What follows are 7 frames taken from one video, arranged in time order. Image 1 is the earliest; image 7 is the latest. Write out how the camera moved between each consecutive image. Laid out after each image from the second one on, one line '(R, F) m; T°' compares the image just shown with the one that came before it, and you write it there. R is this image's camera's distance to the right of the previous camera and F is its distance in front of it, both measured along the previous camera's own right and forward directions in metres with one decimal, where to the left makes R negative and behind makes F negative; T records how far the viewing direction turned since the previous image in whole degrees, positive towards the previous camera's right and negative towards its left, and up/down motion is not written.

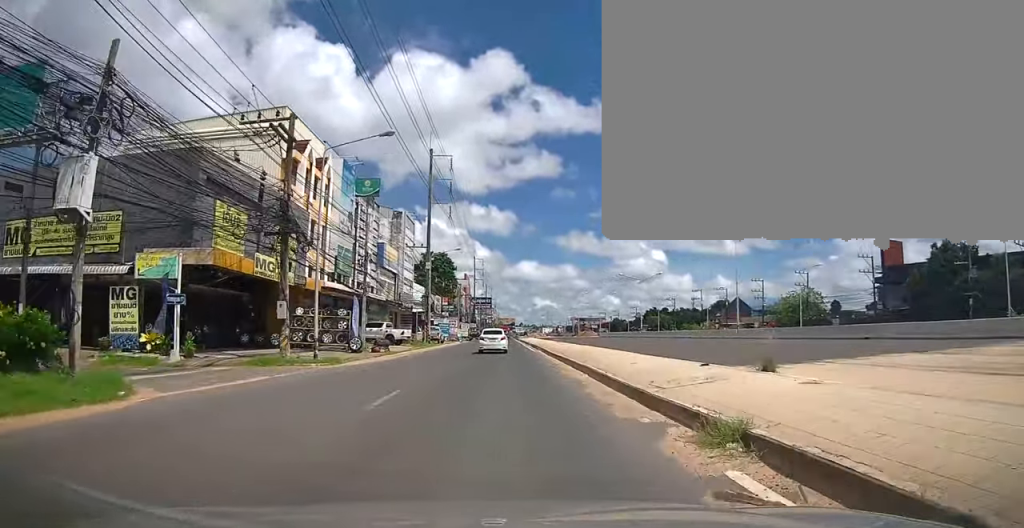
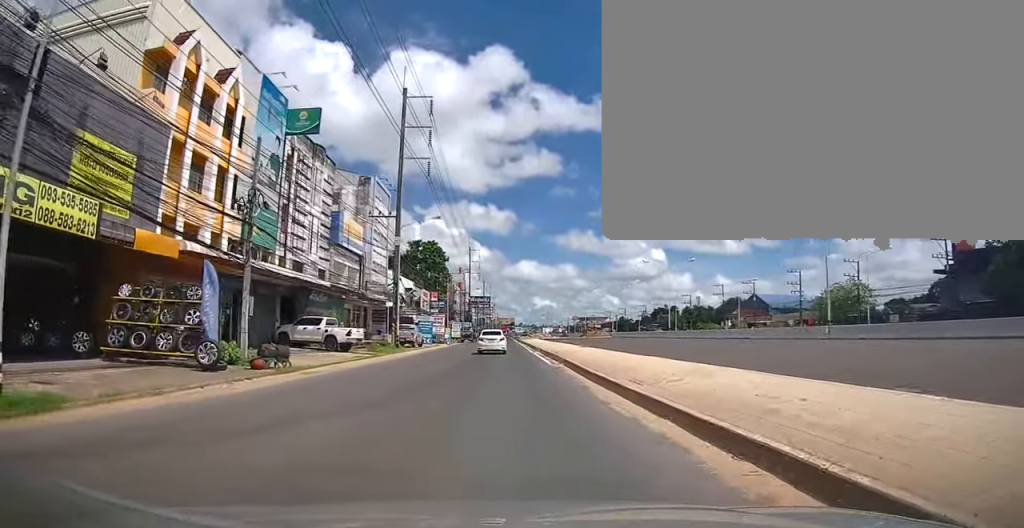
(0.0, +15.2) m; +1°
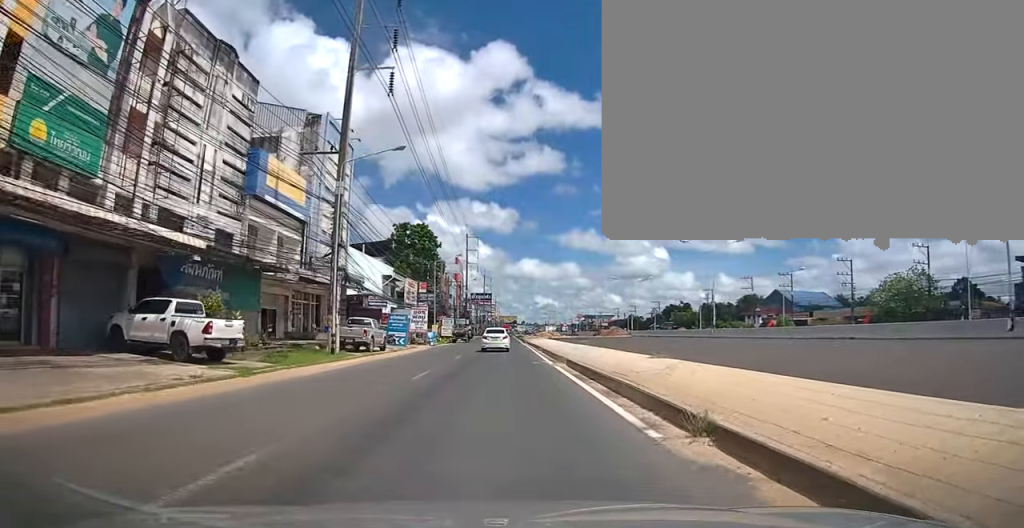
(+0.5, +15.1) m; +3°
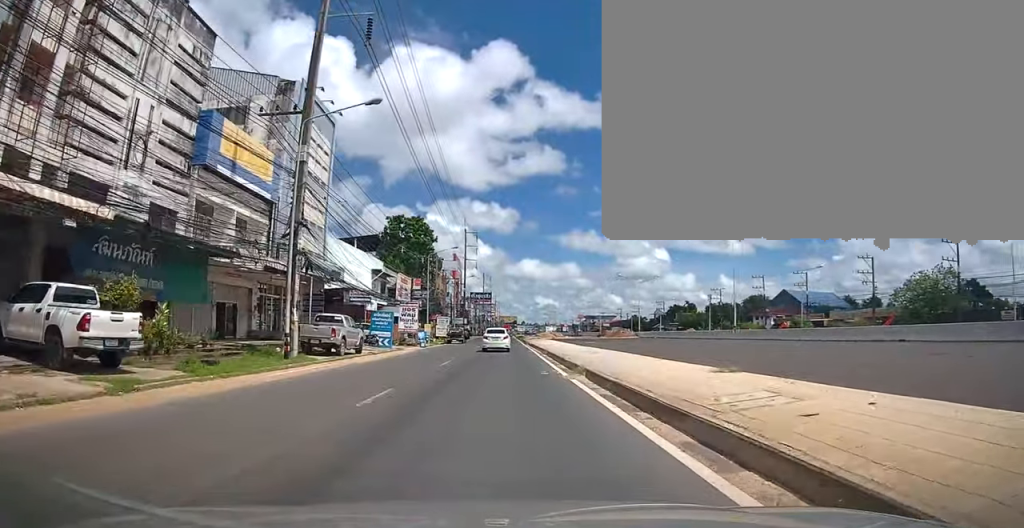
(+0.4, +5.3) m; 0°
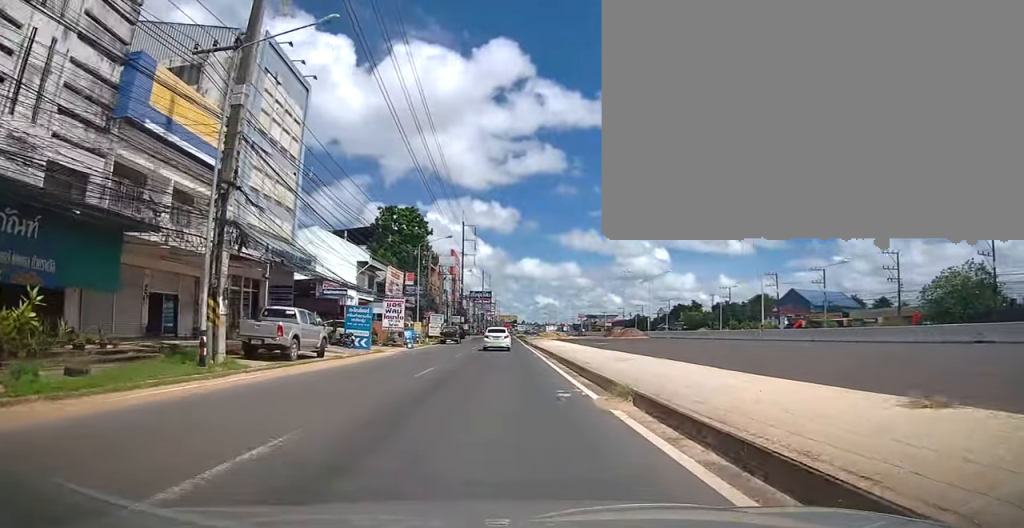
(-0.3, +5.7) m; -2°
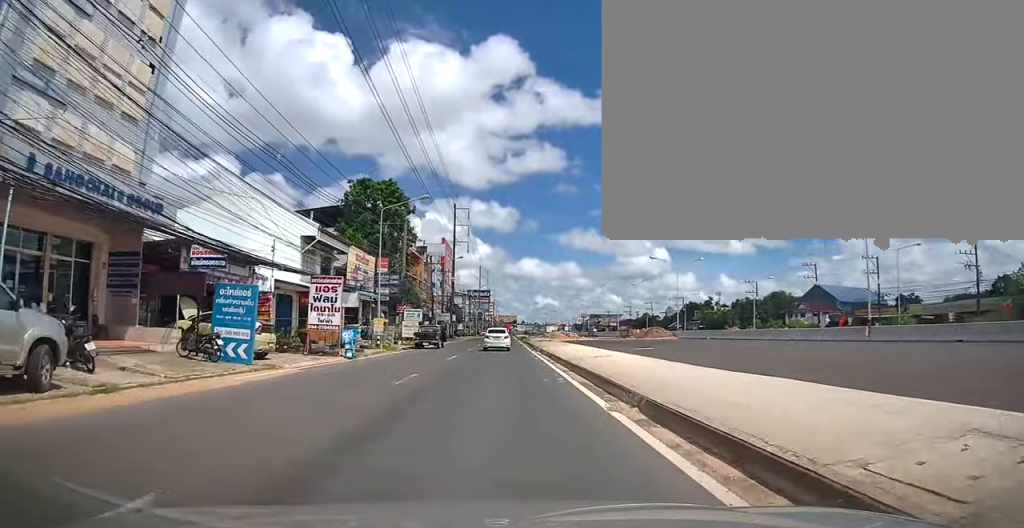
(-0.5, +14.5) m; -2°
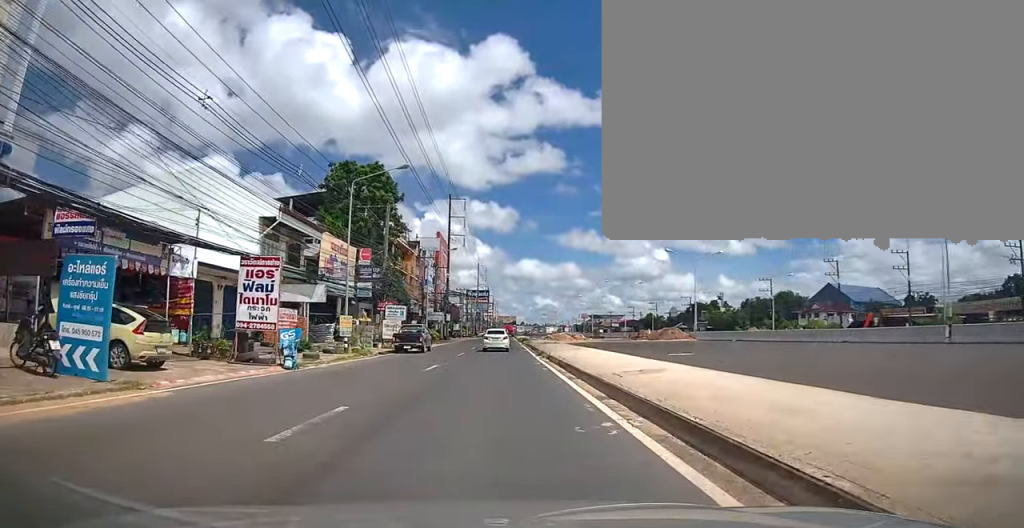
(0.0, +6.8) m; +1°
